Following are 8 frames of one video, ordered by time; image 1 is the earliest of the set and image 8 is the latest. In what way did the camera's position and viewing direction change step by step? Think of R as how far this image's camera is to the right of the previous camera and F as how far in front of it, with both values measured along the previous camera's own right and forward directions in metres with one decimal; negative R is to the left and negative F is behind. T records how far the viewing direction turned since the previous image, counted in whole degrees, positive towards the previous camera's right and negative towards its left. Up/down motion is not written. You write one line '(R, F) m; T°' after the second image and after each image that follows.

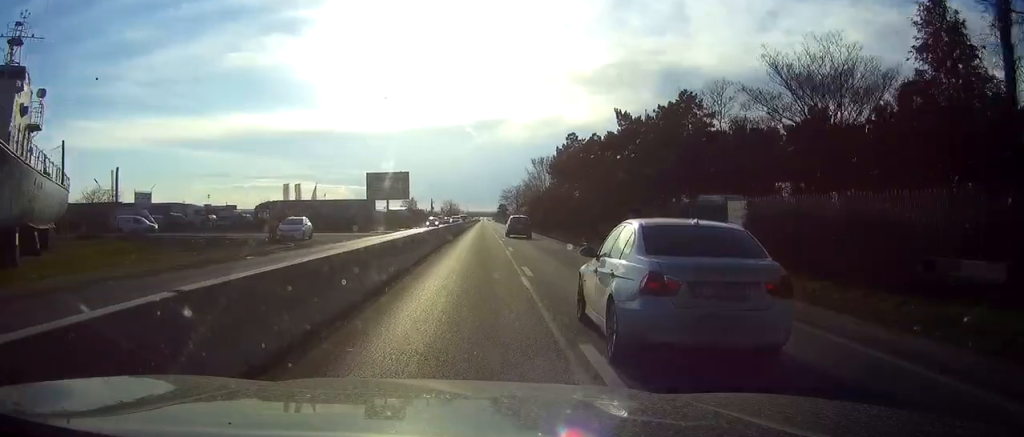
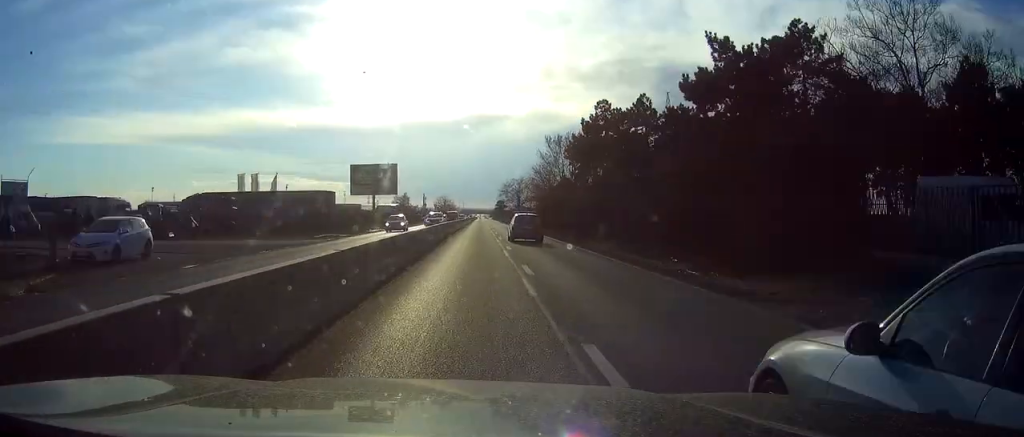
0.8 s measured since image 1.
(0.0, +24.0) m; 0°
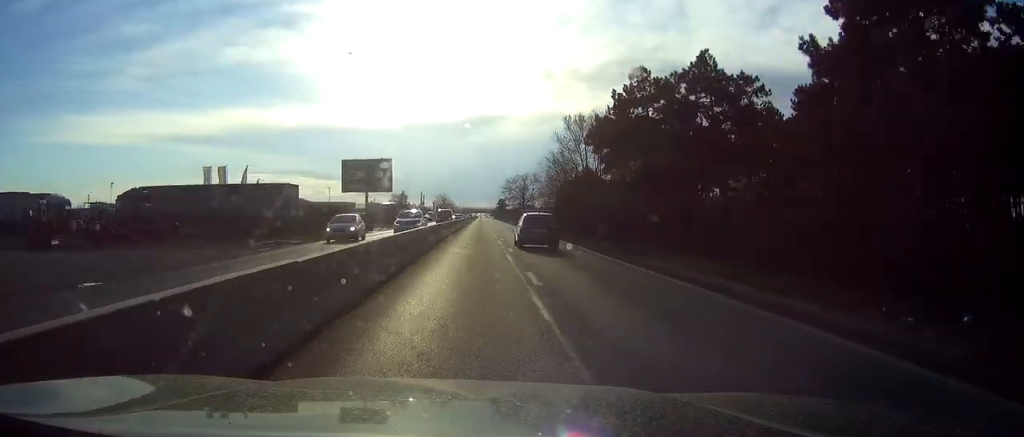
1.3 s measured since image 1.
(0.0, +14.6) m; 0°
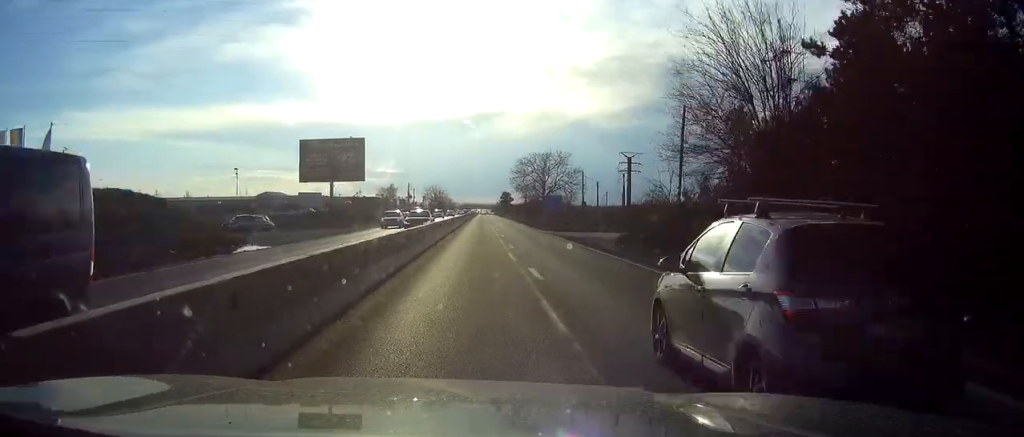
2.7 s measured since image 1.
(-0.2, +46.8) m; 0°
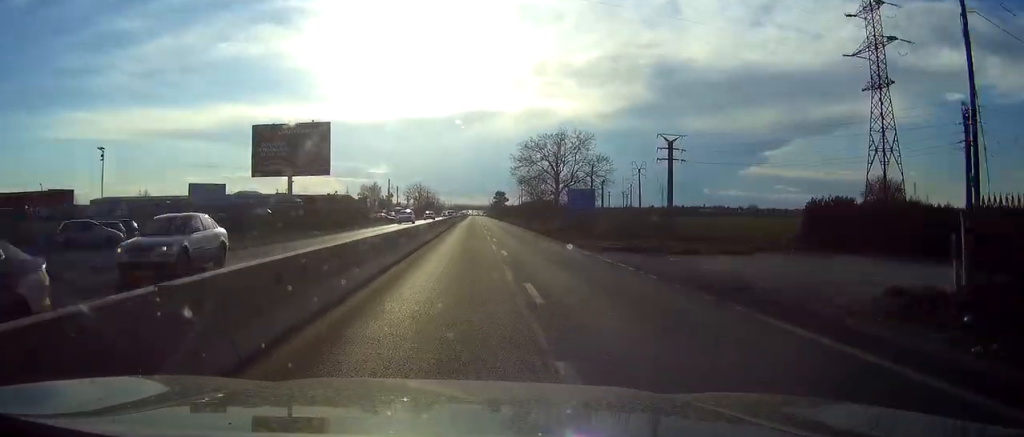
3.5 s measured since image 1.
(+0.2, +27.7) m; 0°
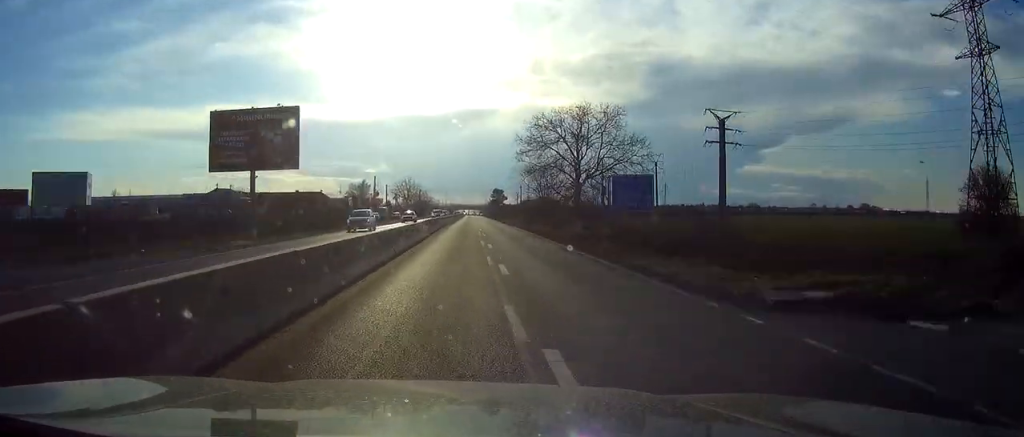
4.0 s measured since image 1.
(+0.1, +18.9) m; 0°
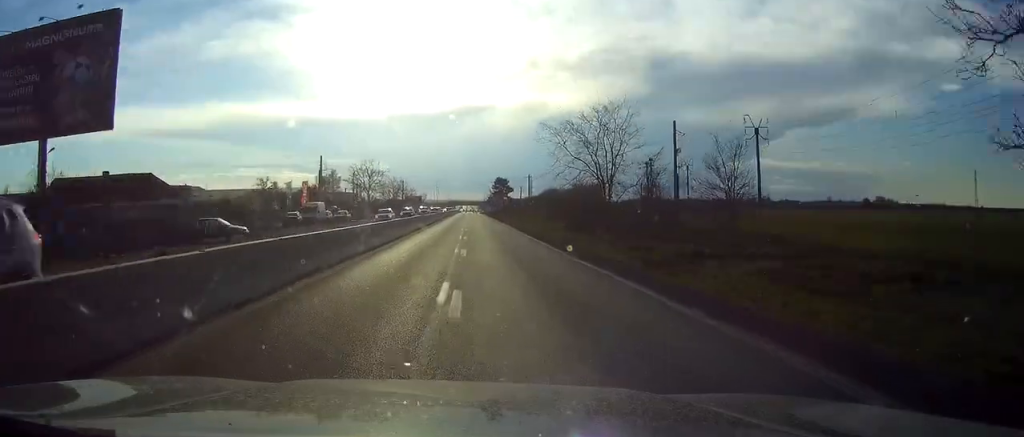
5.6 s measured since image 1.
(+0.2, +55.5) m; 0°
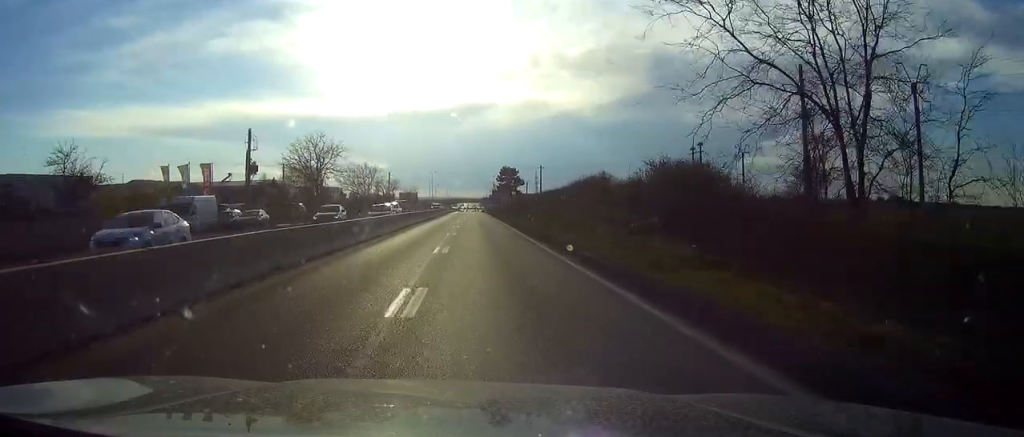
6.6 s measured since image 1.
(-0.1, +36.8) m; 0°
